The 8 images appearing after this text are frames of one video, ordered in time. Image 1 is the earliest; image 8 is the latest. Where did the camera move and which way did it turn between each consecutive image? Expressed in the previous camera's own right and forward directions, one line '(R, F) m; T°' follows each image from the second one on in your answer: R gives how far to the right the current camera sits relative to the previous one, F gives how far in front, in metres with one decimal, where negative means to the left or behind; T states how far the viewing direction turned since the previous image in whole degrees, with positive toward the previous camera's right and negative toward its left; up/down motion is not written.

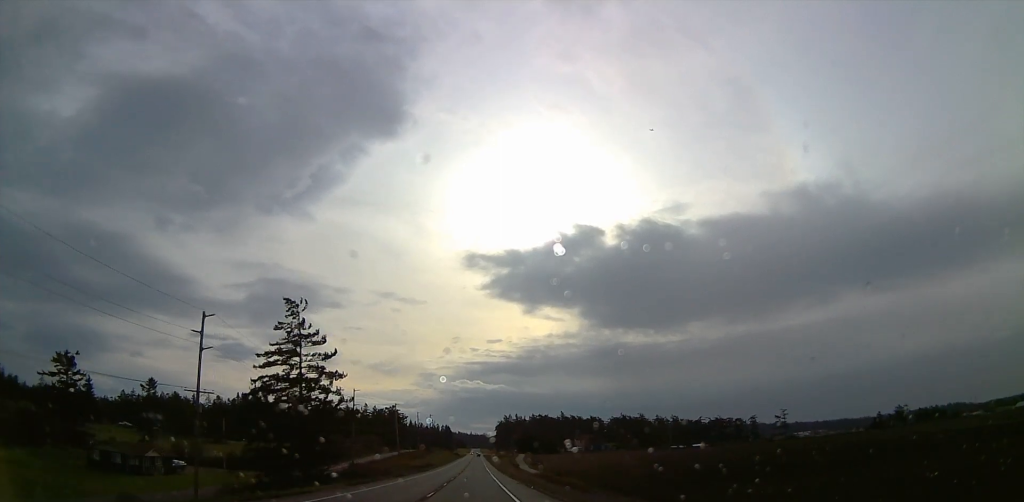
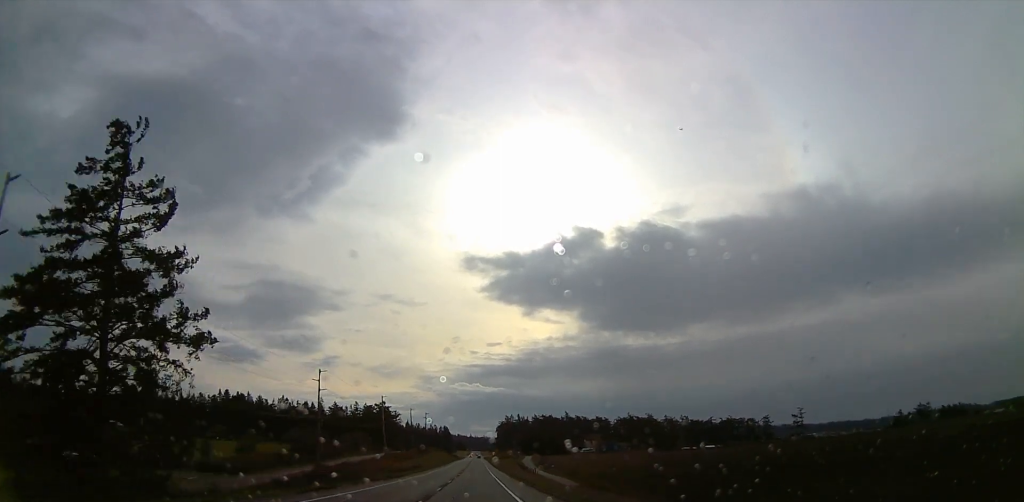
(0.0, +37.2) m; 0°
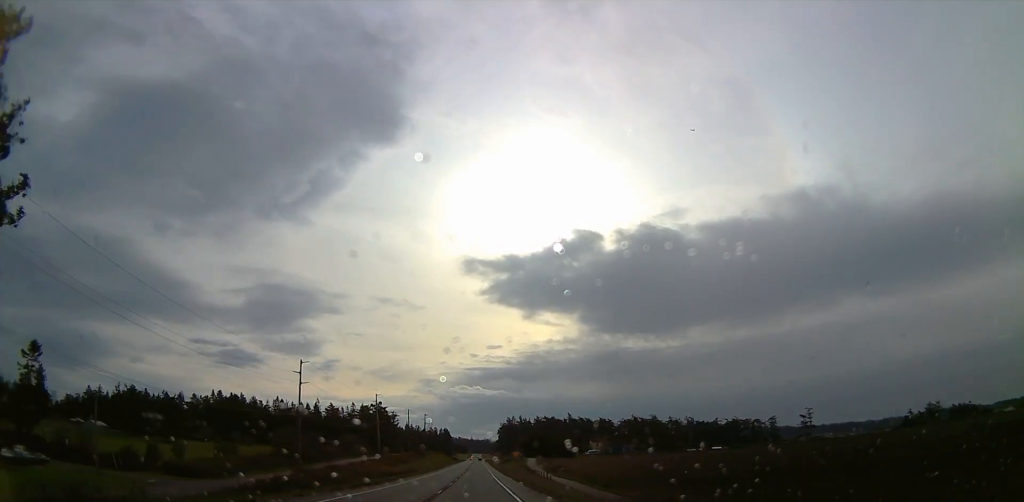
(0.0, +15.9) m; 0°
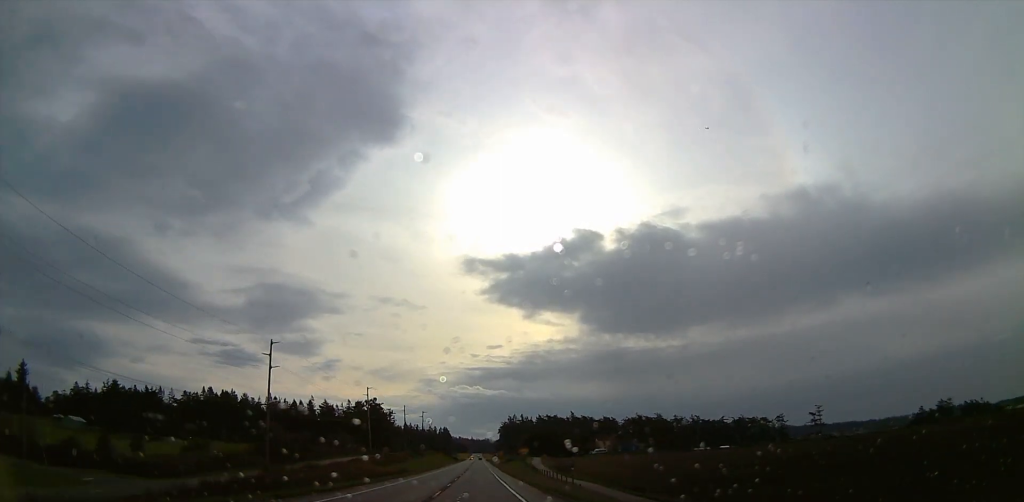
(0.0, +19.3) m; 0°
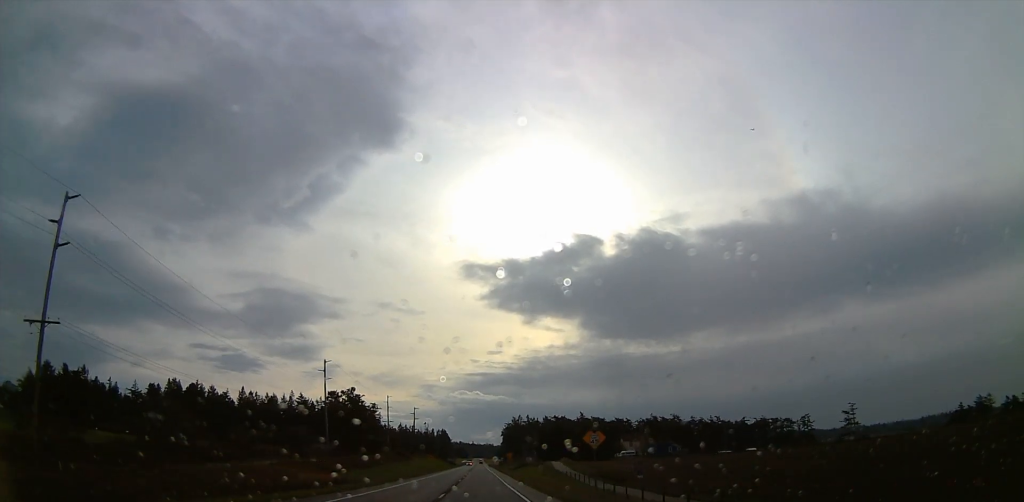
(0.0, +56.8) m; 0°
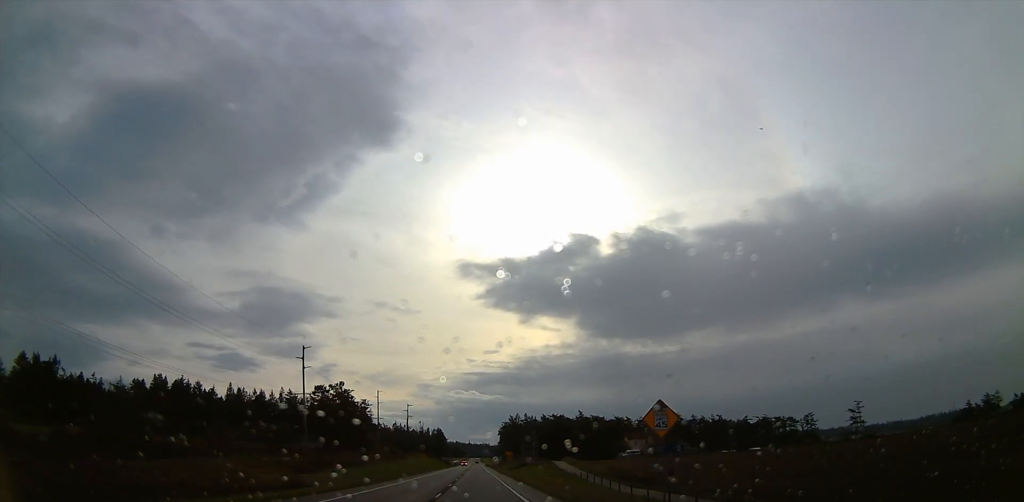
(0.0, +12.9) m; 0°
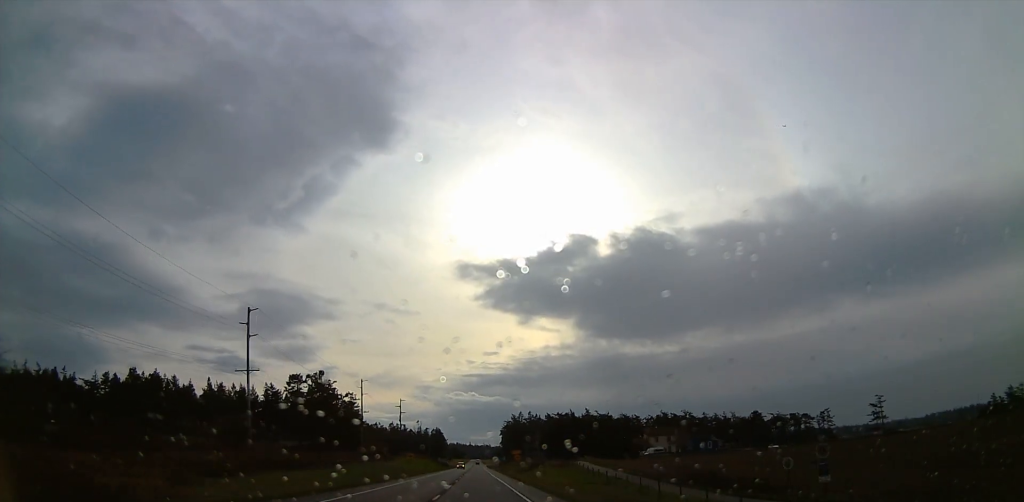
(0.0, +25.6) m; 0°
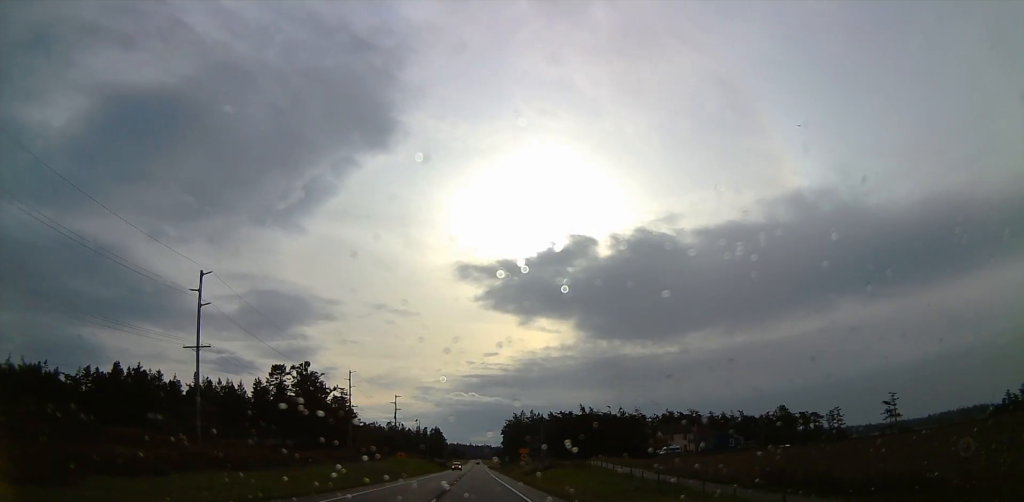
(0.0, +12.9) m; 0°
